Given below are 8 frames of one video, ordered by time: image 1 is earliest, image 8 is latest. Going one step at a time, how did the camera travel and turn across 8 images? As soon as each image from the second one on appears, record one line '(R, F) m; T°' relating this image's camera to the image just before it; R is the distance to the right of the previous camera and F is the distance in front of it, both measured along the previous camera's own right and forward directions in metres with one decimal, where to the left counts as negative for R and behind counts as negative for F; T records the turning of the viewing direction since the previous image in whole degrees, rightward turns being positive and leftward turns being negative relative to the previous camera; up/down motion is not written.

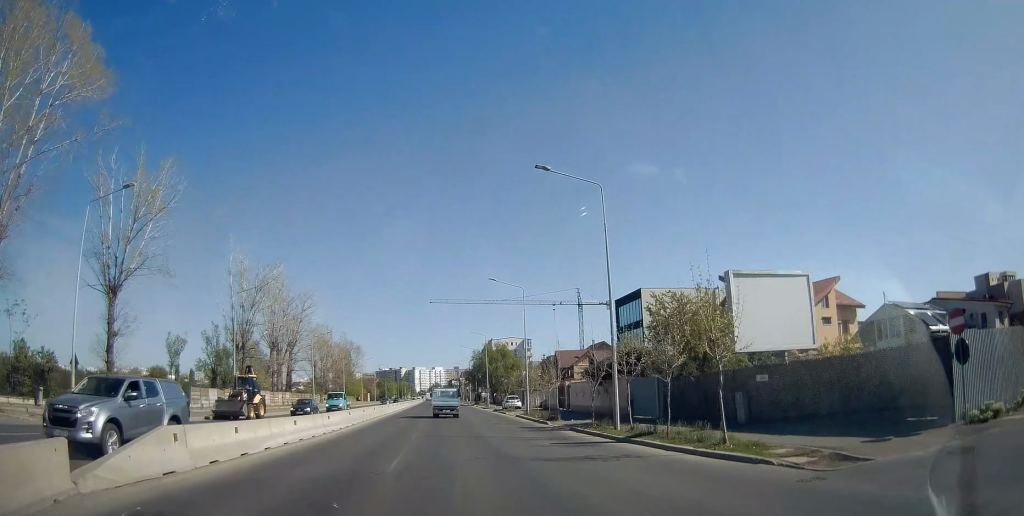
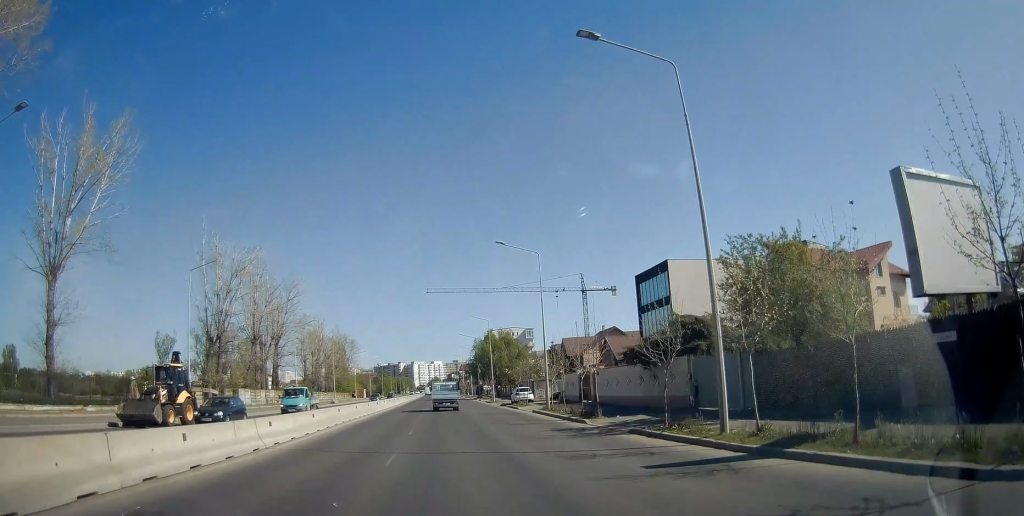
(0.0, +9.1) m; 0°
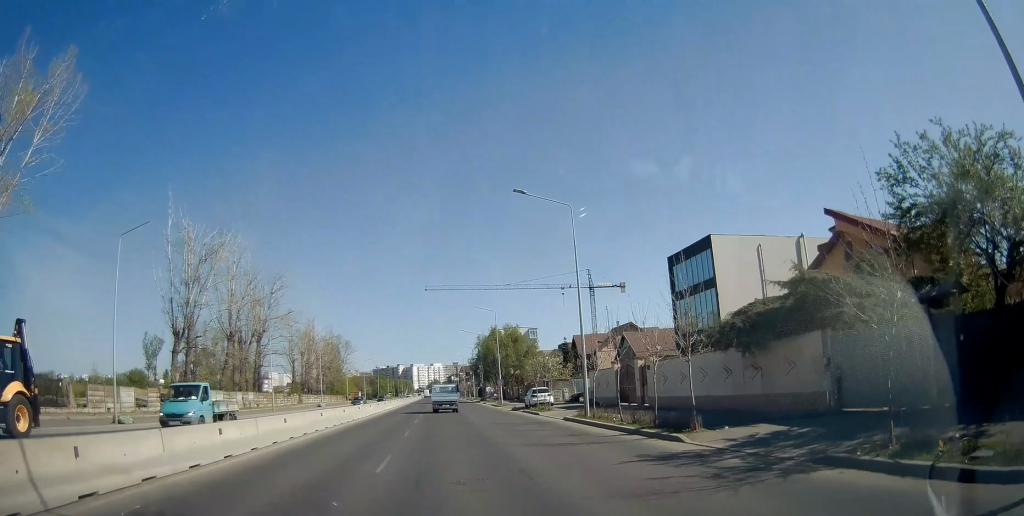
(0.0, +10.0) m; 0°
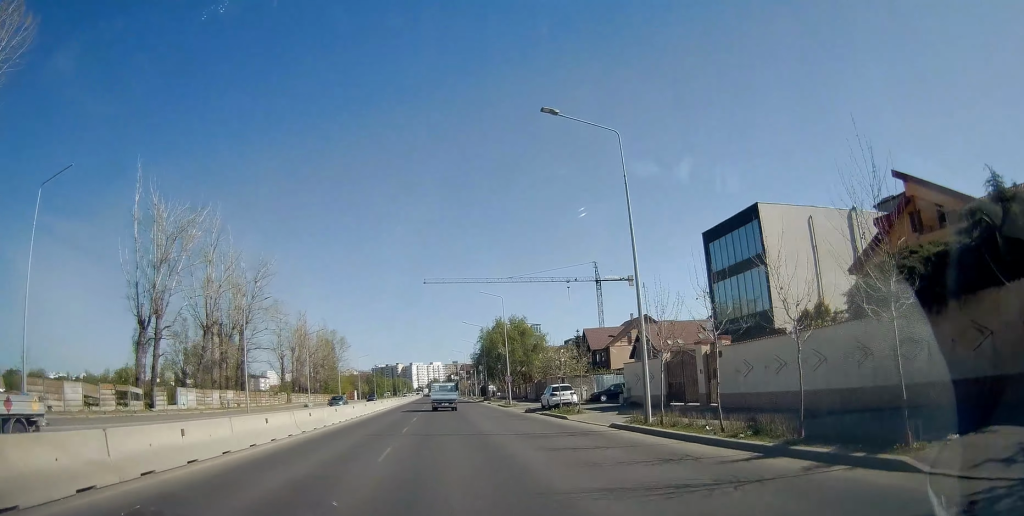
(0.0, +8.0) m; 0°
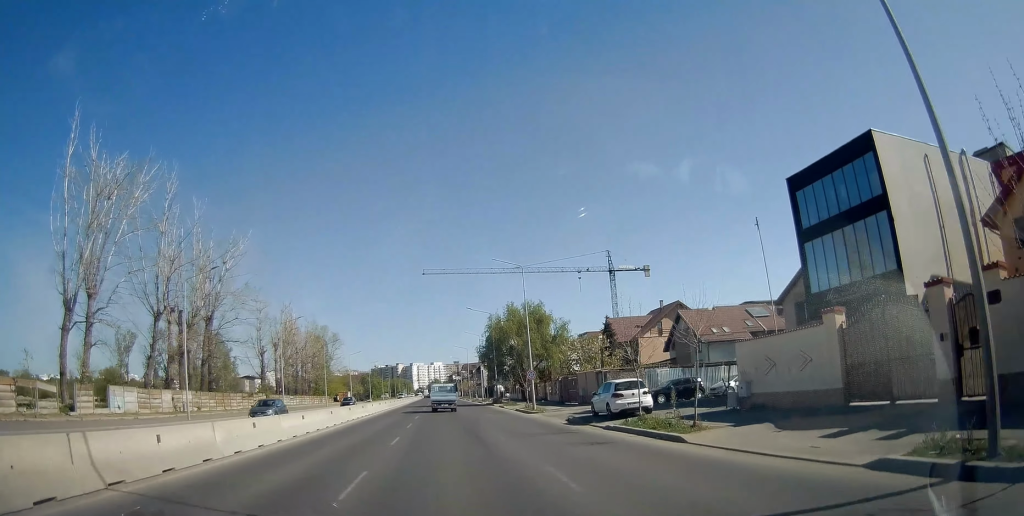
(0.0, +13.1) m; -1°
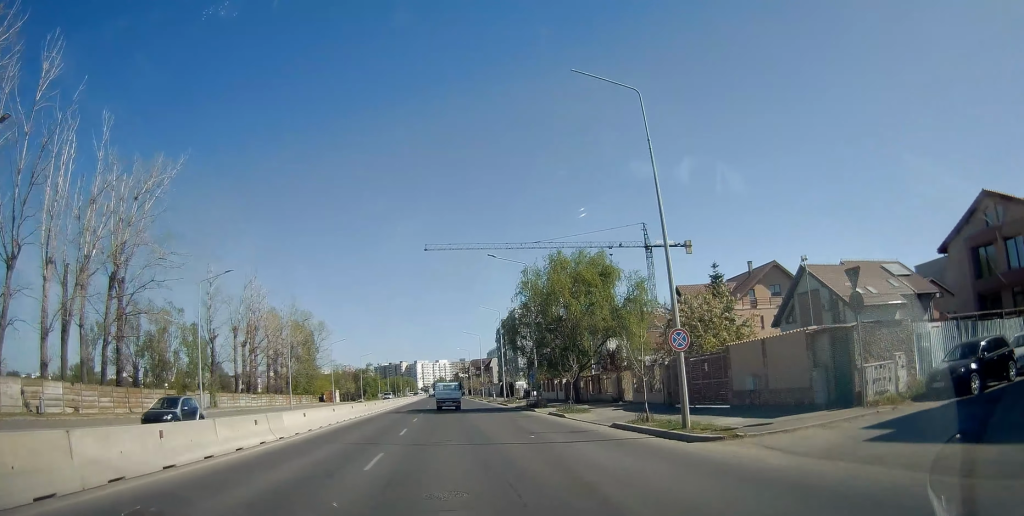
(0.0, +23.8) m; 0°
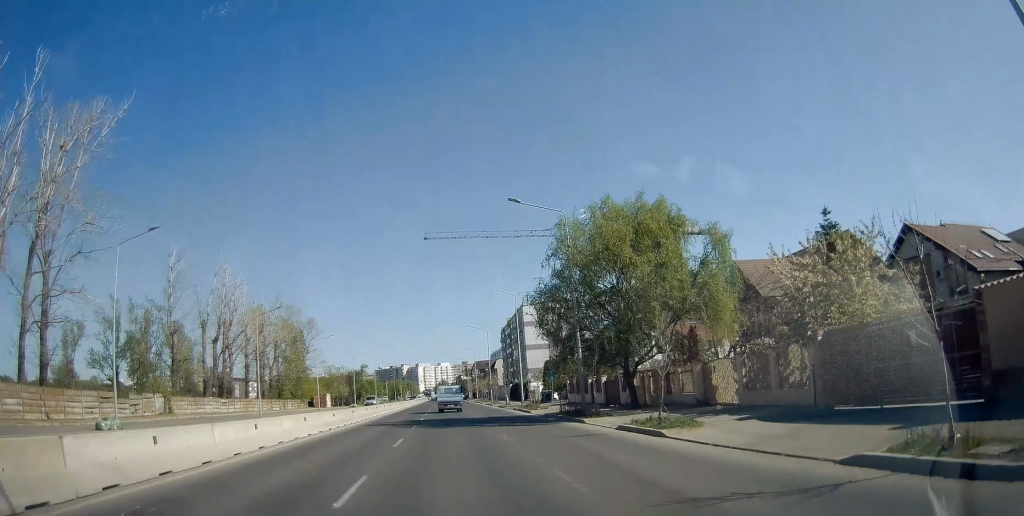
(+0.1, +12.3) m; 0°
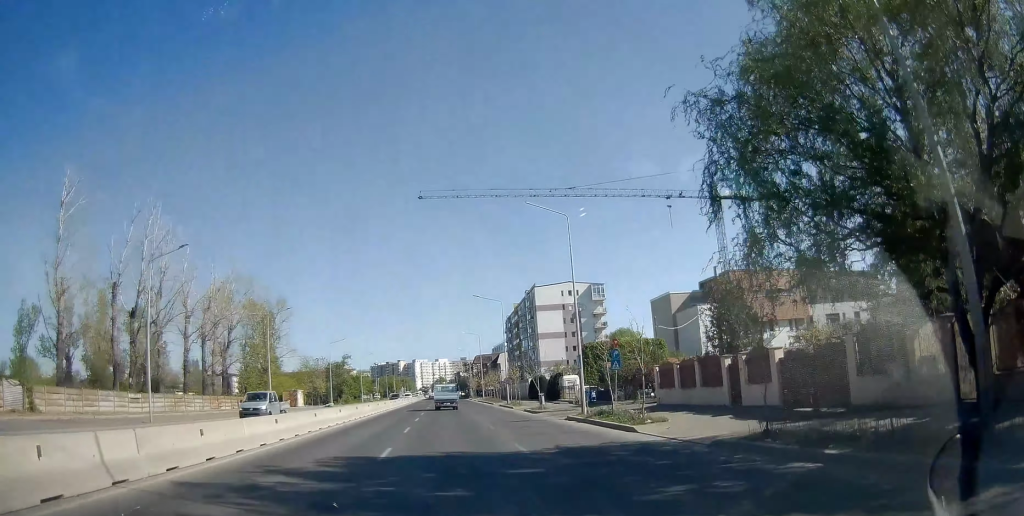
(-0.1, +22.0) m; 0°
